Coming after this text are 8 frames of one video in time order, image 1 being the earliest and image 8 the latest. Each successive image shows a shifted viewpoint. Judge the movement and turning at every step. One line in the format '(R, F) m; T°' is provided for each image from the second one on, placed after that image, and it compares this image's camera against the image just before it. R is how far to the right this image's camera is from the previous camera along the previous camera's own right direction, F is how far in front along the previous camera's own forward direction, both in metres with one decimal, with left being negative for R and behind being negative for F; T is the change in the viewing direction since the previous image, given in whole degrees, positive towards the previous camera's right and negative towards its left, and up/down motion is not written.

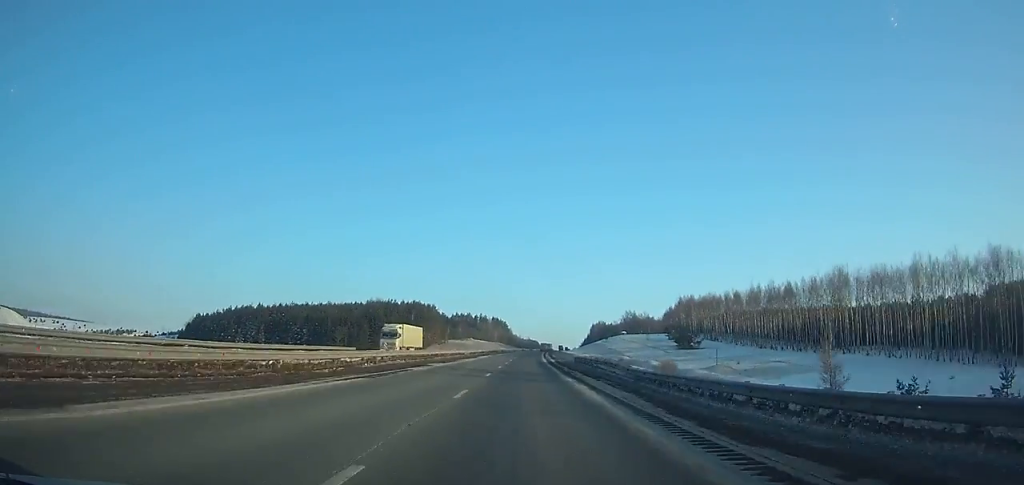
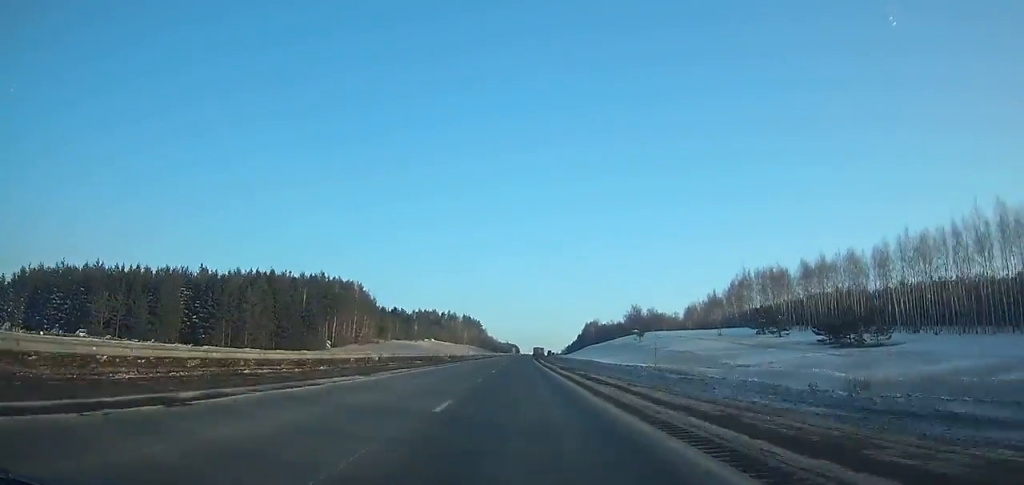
(+1.3, +87.6) m; +1°
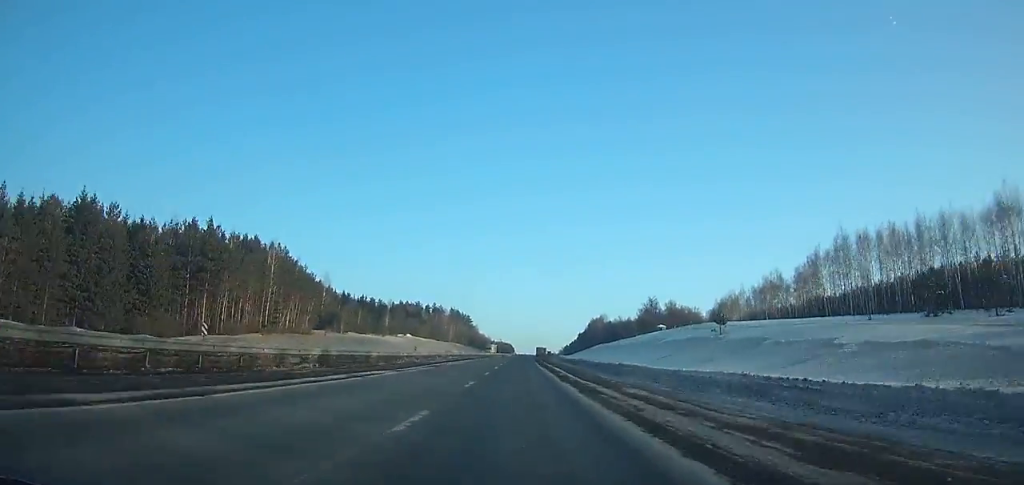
(+0.2, +50.5) m; +1°
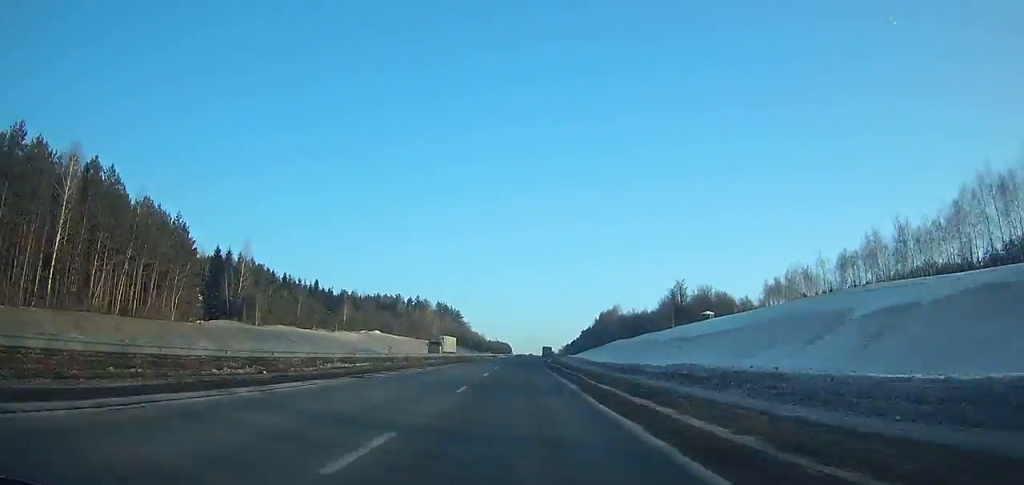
(+0.5, +49.5) m; +1°
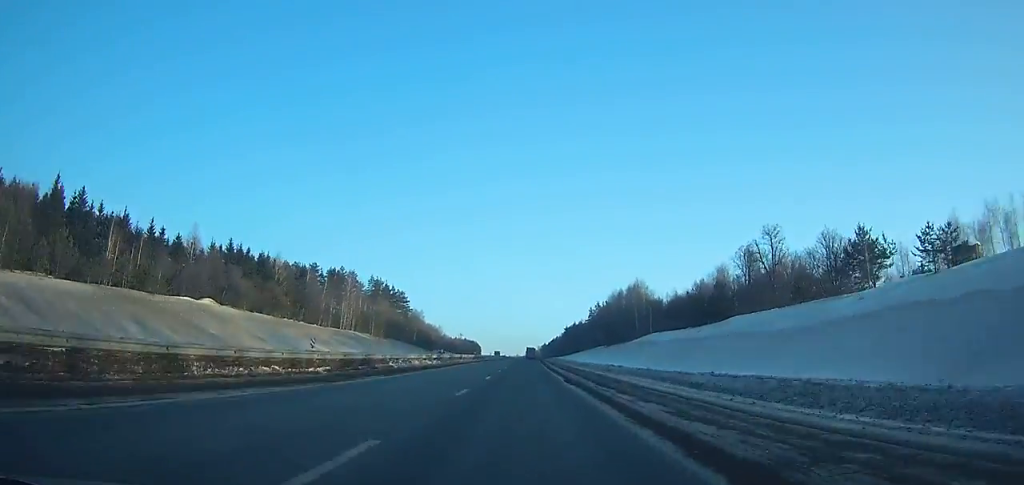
(+1.7, +95.1) m; +2°
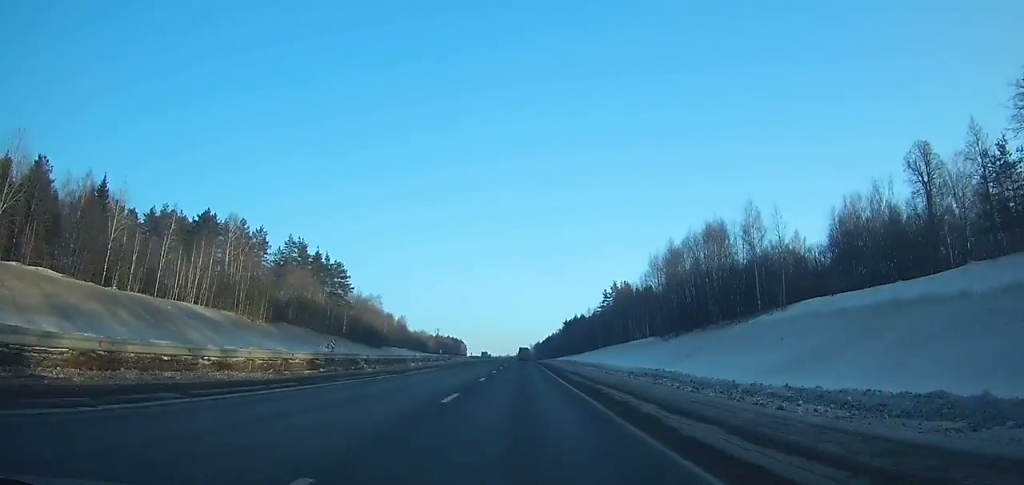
(+0.8, +73.9) m; +1°
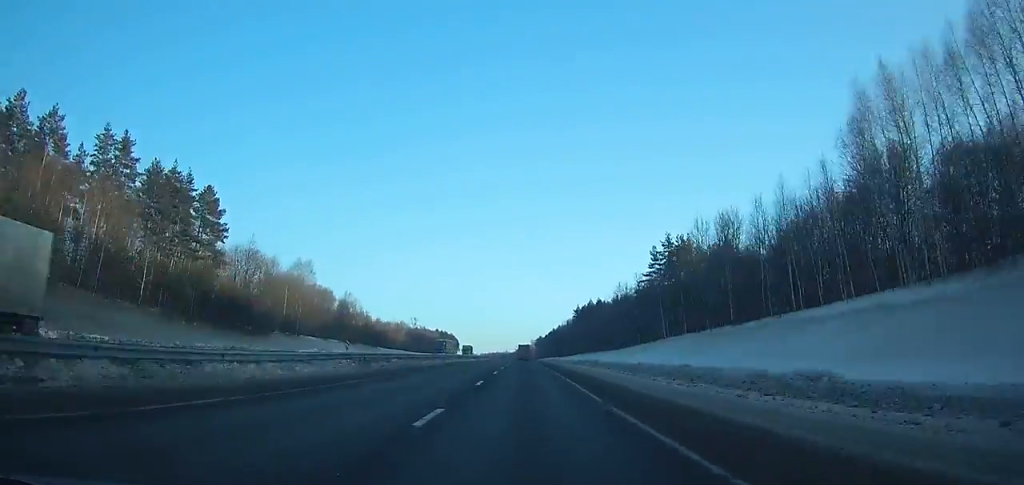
(-0.1, +74.8) m; 0°
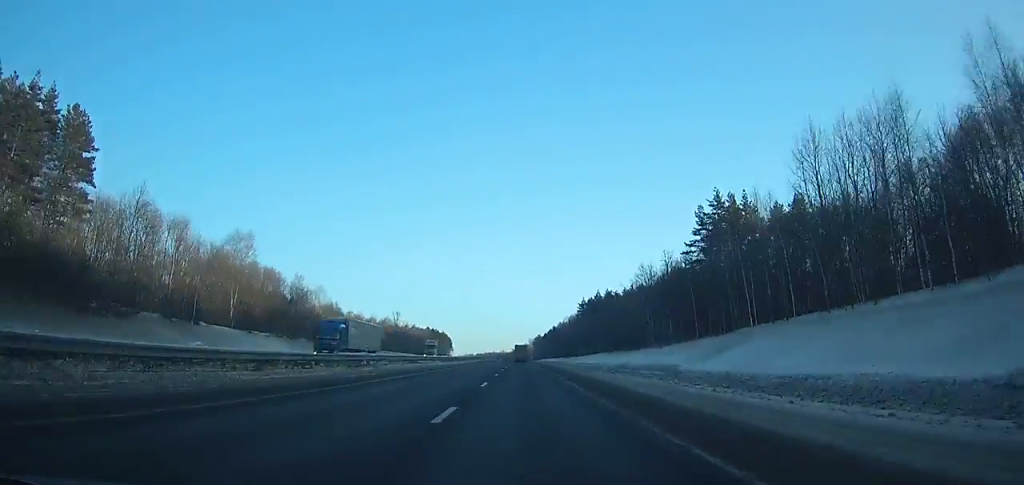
(+0.1, +34.2) m; 0°
